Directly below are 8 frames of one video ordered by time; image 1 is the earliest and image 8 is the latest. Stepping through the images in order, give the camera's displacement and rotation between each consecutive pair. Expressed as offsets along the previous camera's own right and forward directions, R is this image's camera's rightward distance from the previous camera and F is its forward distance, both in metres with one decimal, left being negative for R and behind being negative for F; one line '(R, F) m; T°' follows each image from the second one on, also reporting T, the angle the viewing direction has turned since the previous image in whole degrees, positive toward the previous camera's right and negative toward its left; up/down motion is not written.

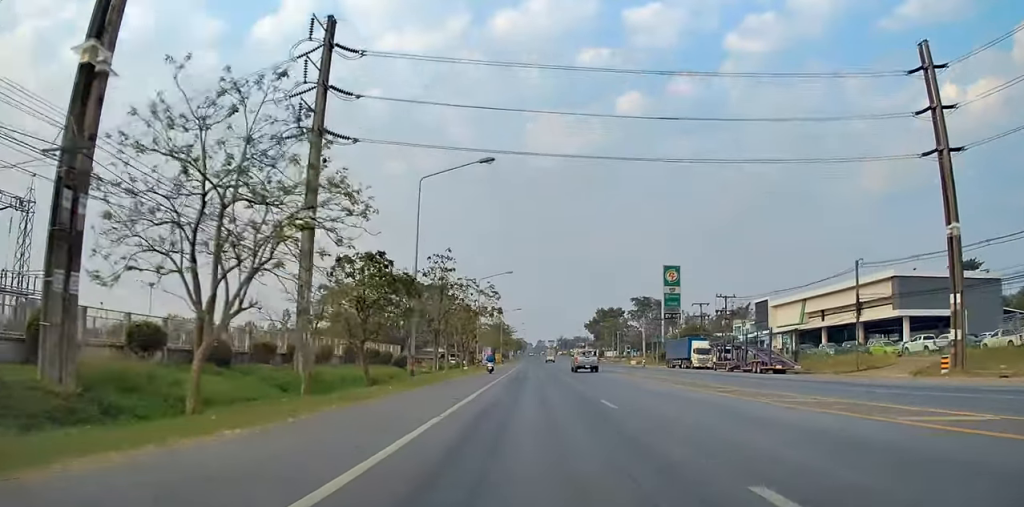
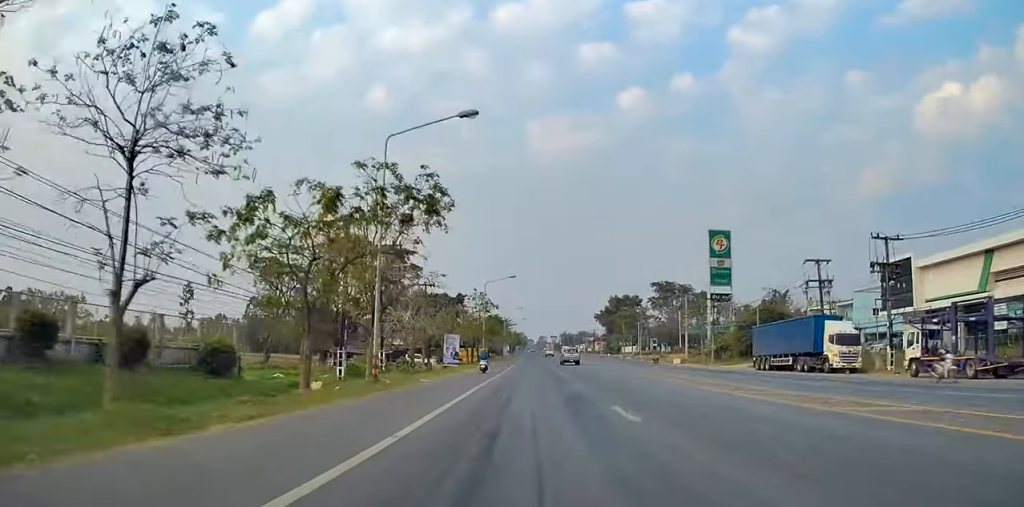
(+0.1, +39.9) m; 0°
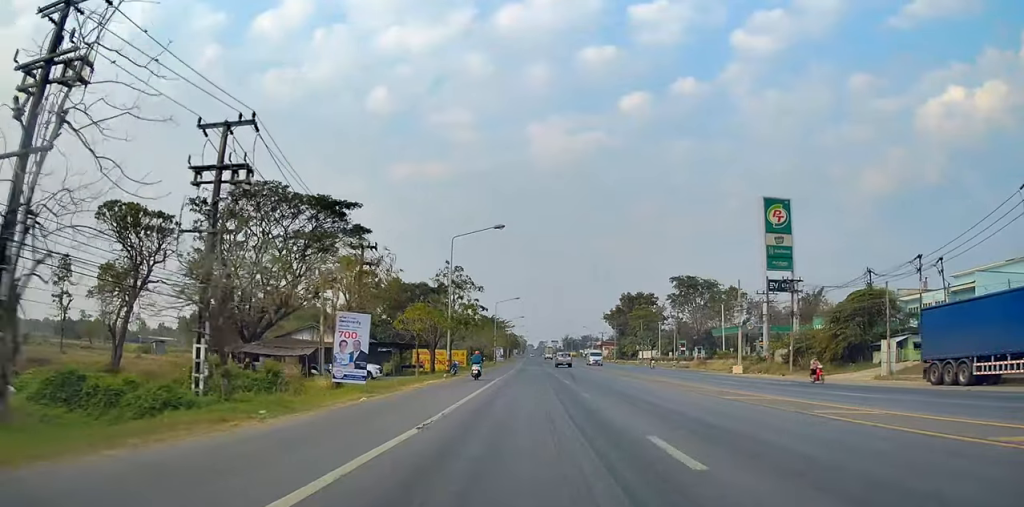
(-0.2, +29.0) m; 0°
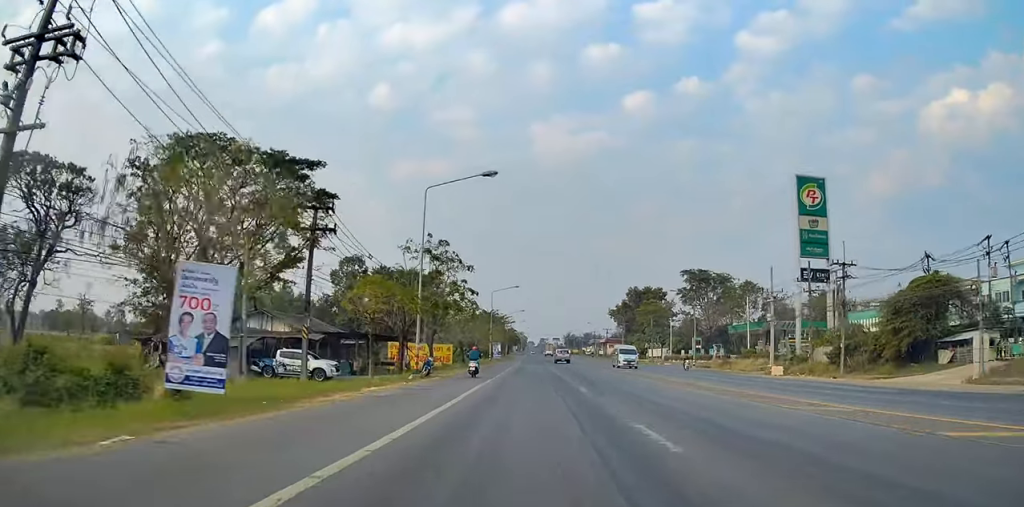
(+0.1, +11.2) m; 0°
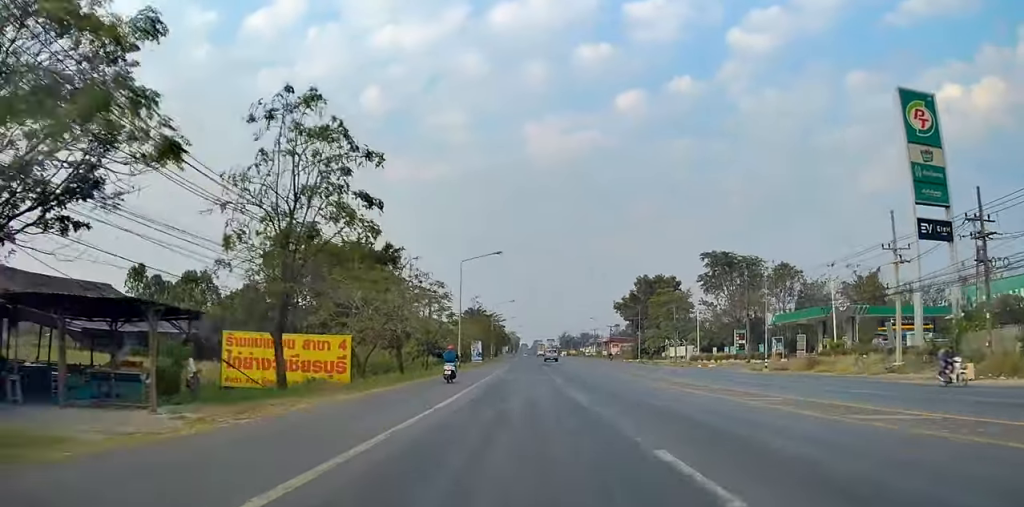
(-0.2, +27.3) m; -1°
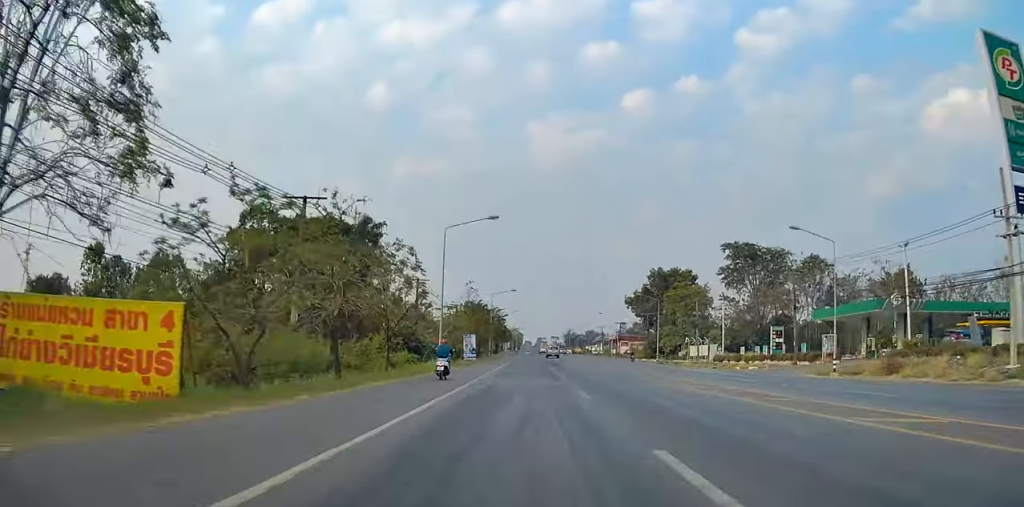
(0.0, +12.9) m; 0°
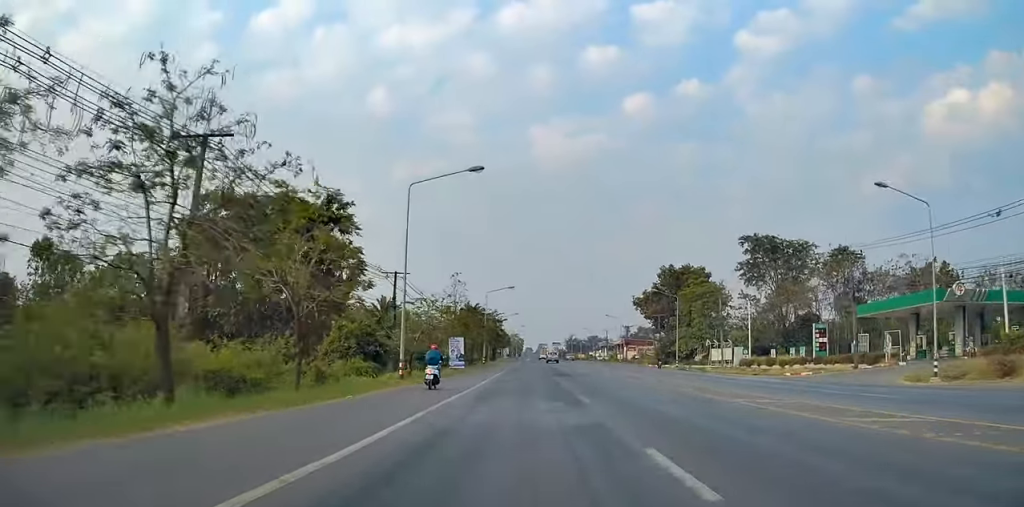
(0.0, +11.9) m; 0°
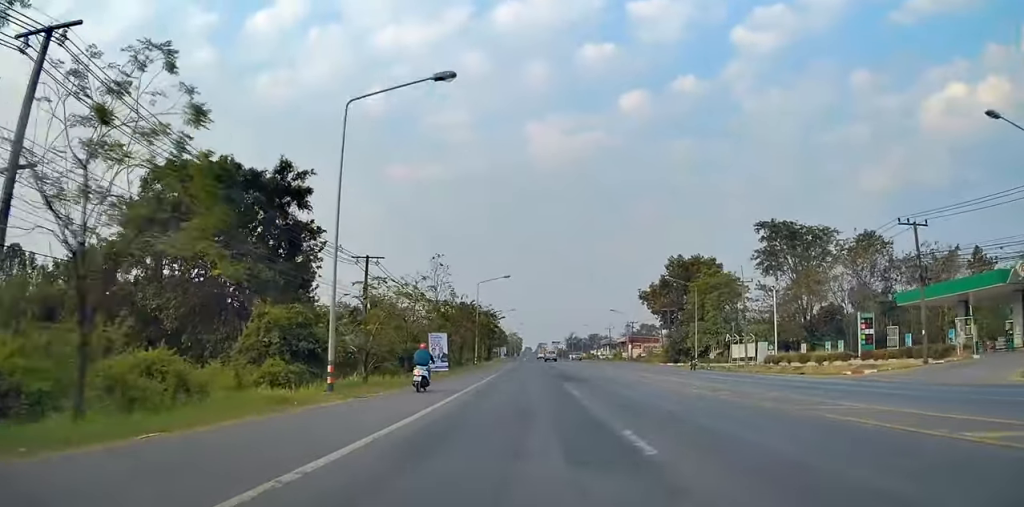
(0.0, +9.9) m; -1°
